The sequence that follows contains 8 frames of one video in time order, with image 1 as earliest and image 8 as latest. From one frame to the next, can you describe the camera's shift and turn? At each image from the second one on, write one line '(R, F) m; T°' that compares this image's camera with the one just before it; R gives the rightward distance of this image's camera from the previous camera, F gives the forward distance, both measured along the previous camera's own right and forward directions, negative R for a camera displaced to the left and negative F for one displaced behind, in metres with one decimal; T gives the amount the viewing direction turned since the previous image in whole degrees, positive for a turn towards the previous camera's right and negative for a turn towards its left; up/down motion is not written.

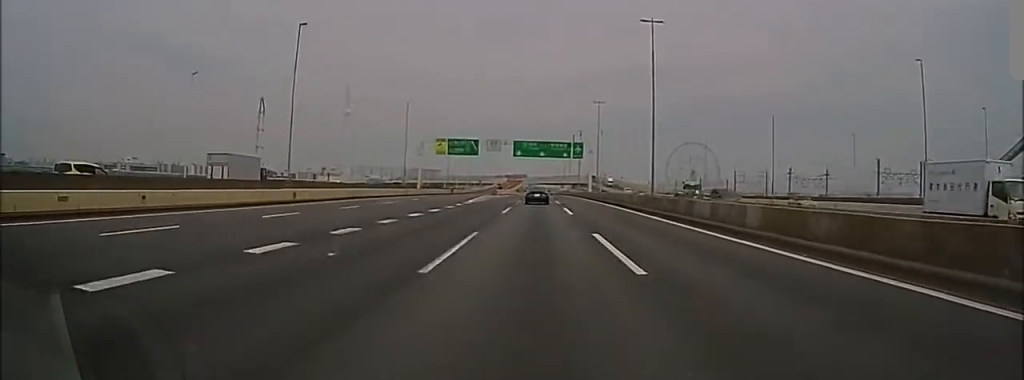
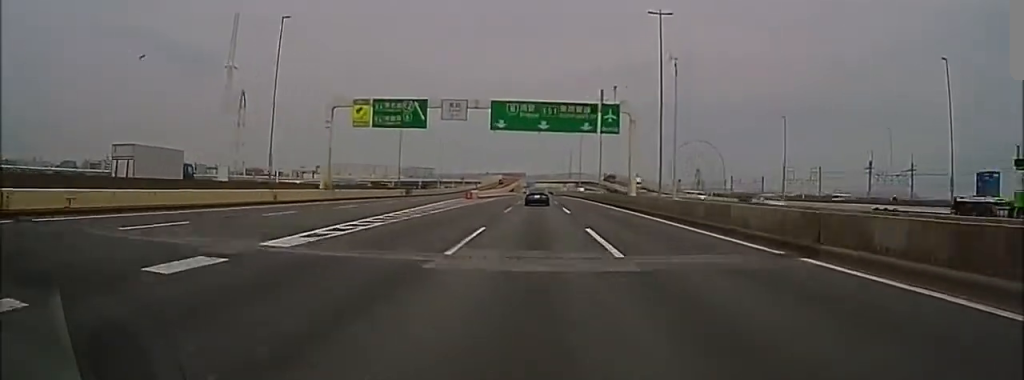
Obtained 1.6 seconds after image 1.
(-1.3, +39.3) m; -2°
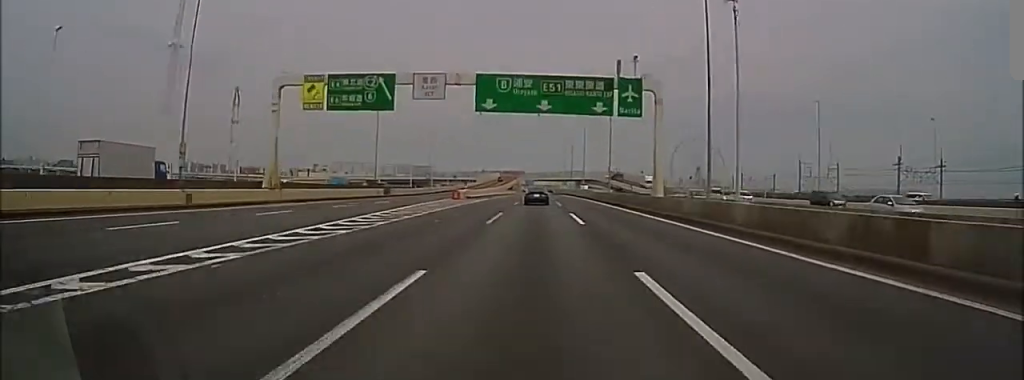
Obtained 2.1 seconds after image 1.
(+0.1, +10.4) m; 0°
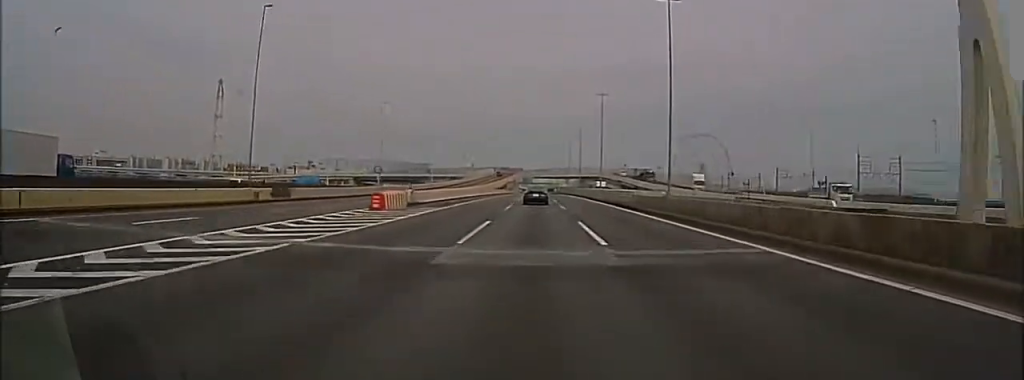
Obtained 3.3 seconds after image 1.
(-0.2, +28.6) m; 0°
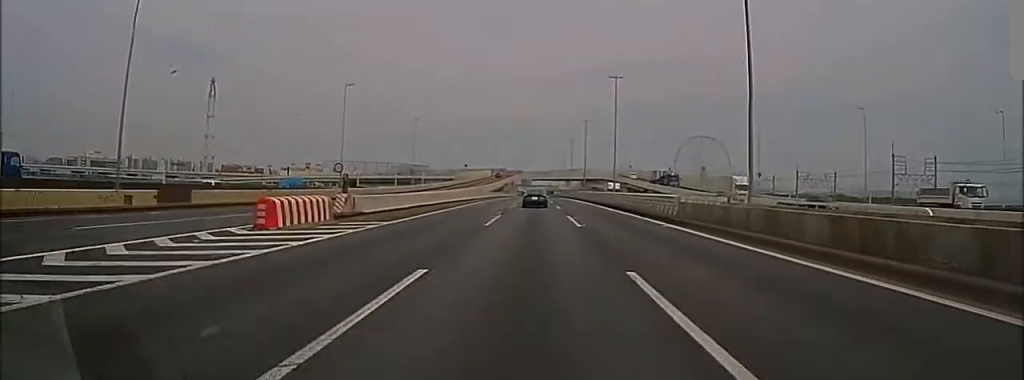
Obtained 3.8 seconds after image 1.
(0.0, +13.3) m; 0°
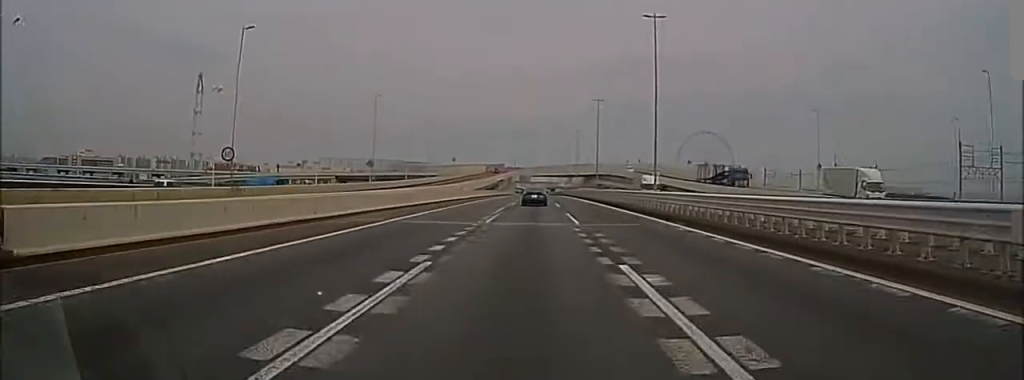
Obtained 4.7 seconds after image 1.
(+0.1, +19.3) m; 0°
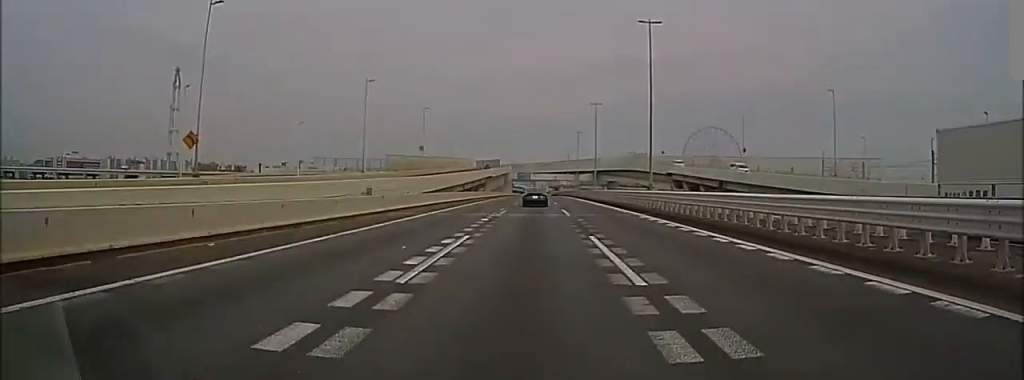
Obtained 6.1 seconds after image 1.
(-0.1, +32.4) m; 0°
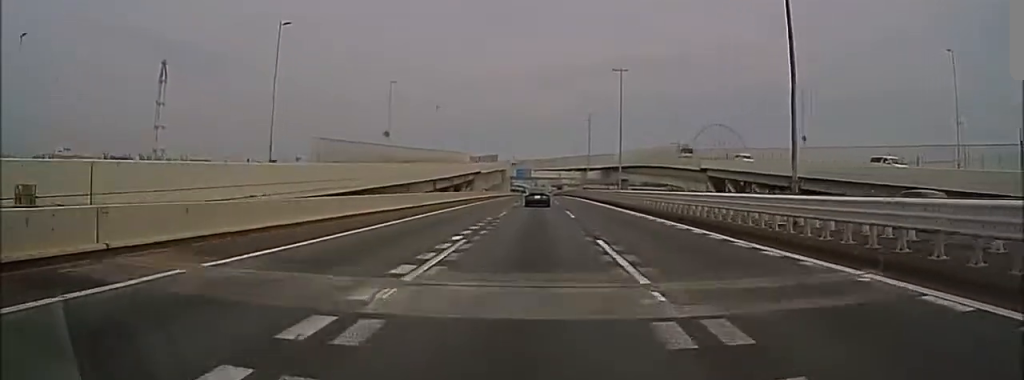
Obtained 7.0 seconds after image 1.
(+0.2, +20.3) m; 0°
